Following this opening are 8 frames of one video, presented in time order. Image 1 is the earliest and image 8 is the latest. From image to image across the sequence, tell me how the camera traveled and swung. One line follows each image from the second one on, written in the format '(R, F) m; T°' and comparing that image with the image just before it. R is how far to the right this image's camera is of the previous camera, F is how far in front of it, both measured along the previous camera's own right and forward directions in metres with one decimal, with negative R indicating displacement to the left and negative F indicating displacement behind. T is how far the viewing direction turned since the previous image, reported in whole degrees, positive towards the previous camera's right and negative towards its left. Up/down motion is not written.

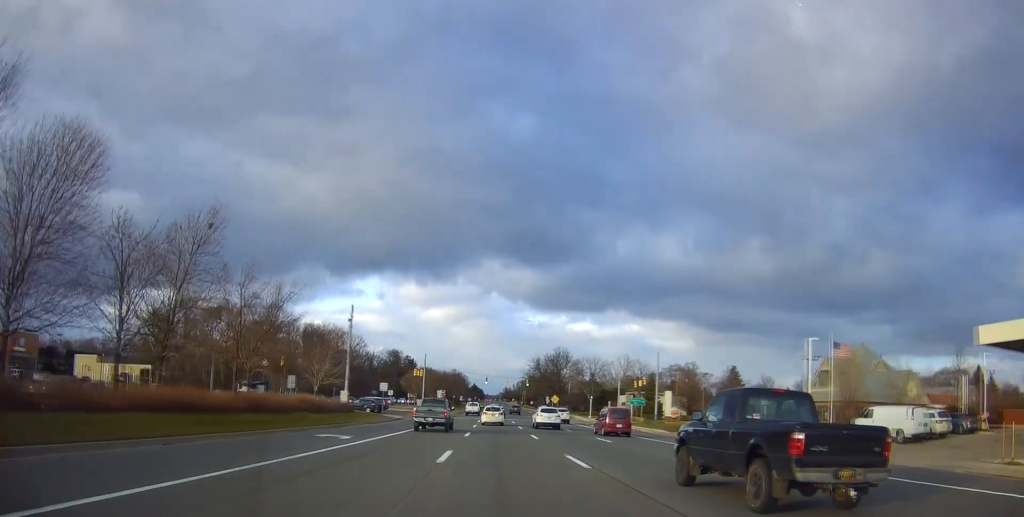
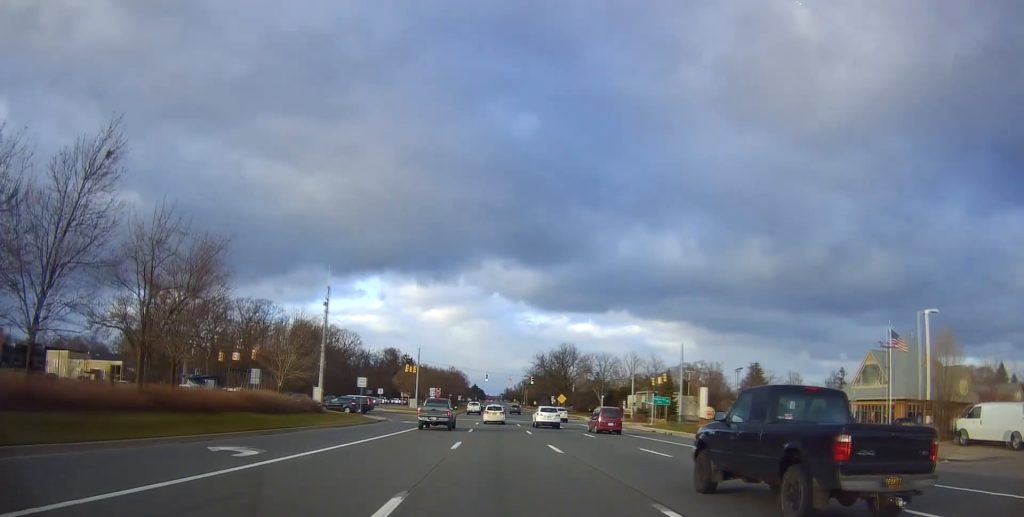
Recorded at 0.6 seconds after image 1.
(0.0, +10.0) m; 0°
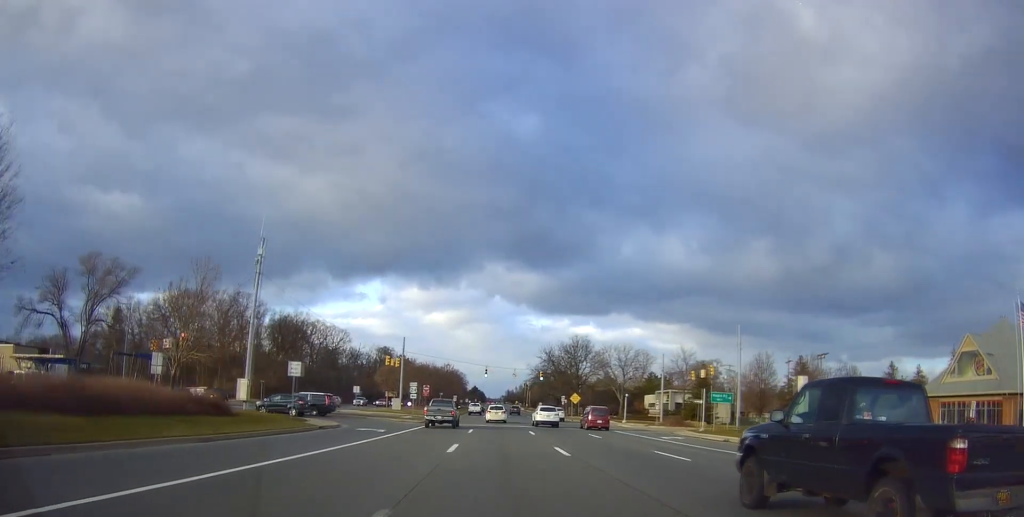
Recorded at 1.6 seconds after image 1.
(0.0, +16.6) m; 0°
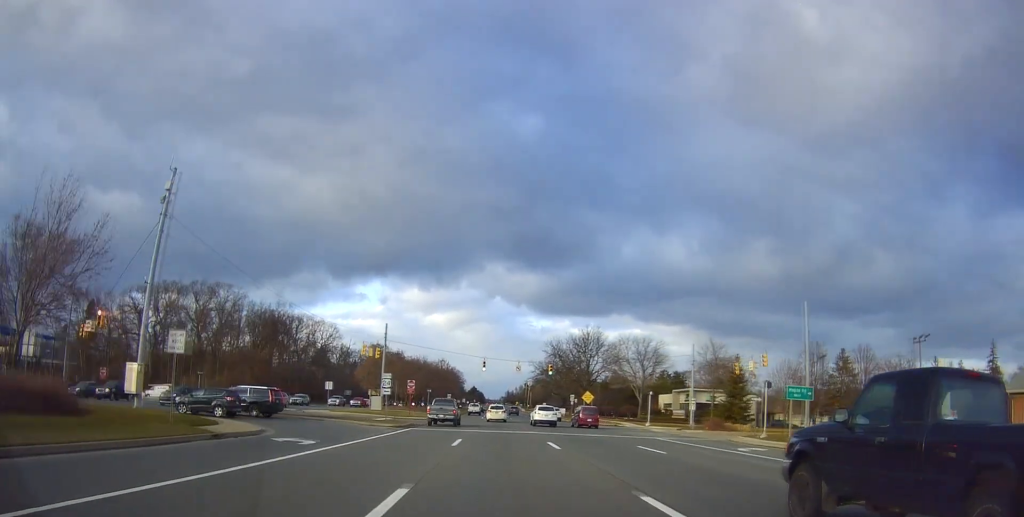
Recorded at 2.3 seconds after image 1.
(+0.1, +12.6) m; -2°
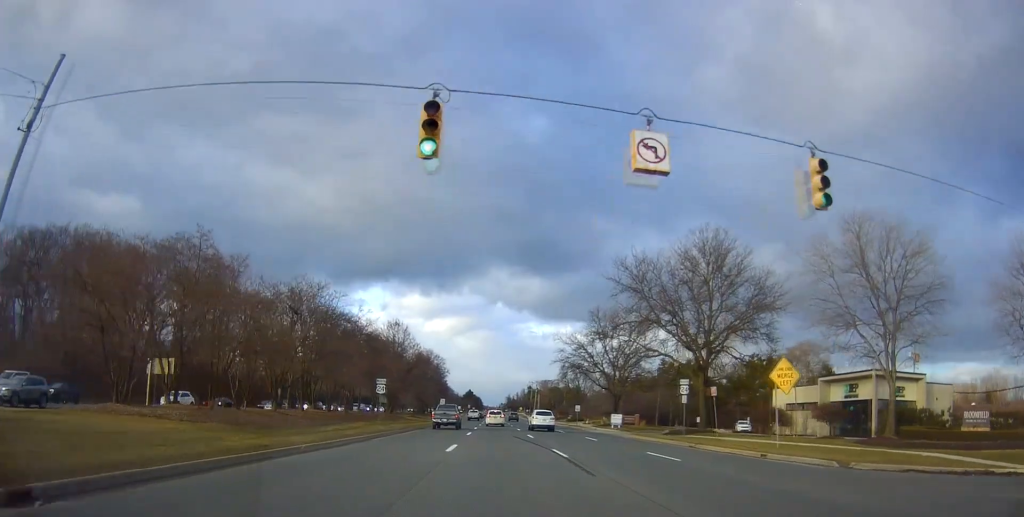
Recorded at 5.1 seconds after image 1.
(+0.3, +54.2) m; +2°
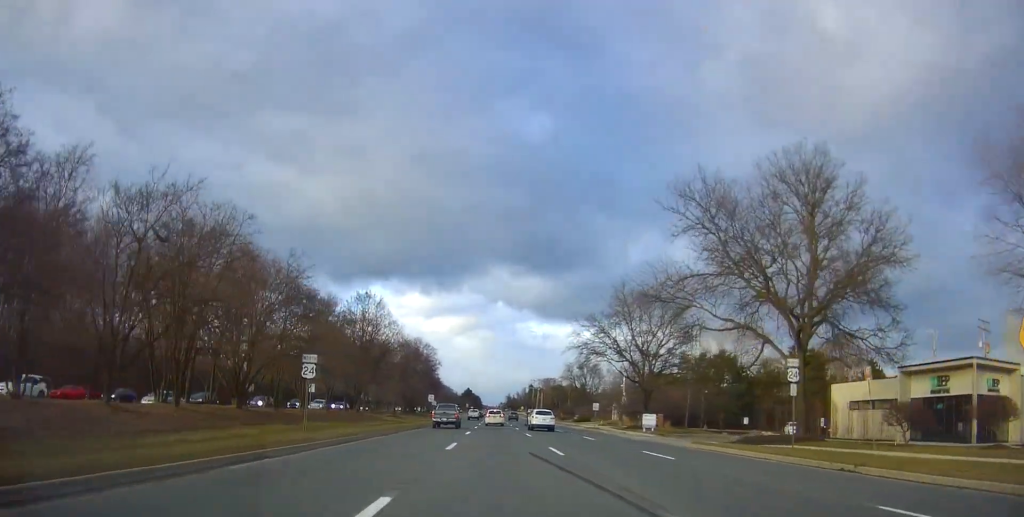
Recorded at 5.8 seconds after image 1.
(0.0, +14.4) m; 0°
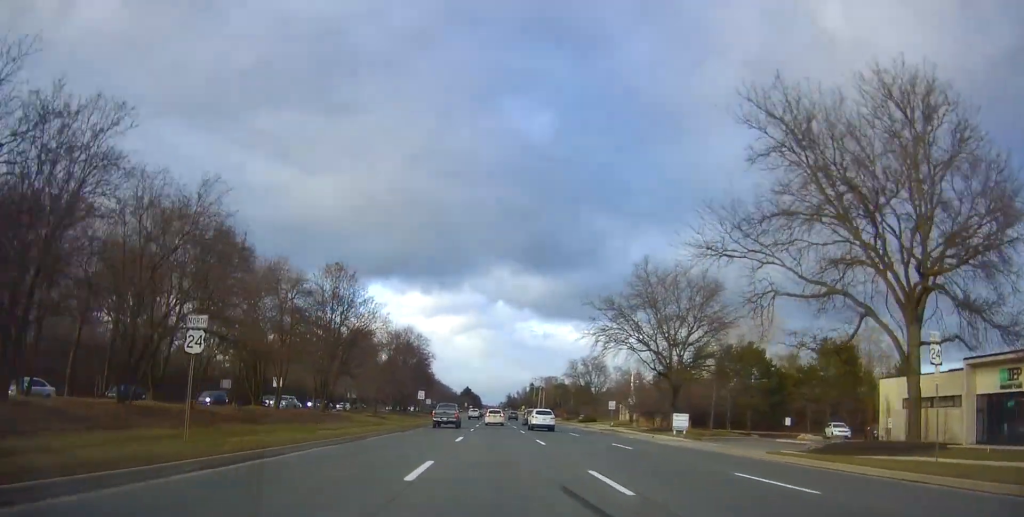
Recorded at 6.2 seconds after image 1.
(+0.1, +9.1) m; 0°
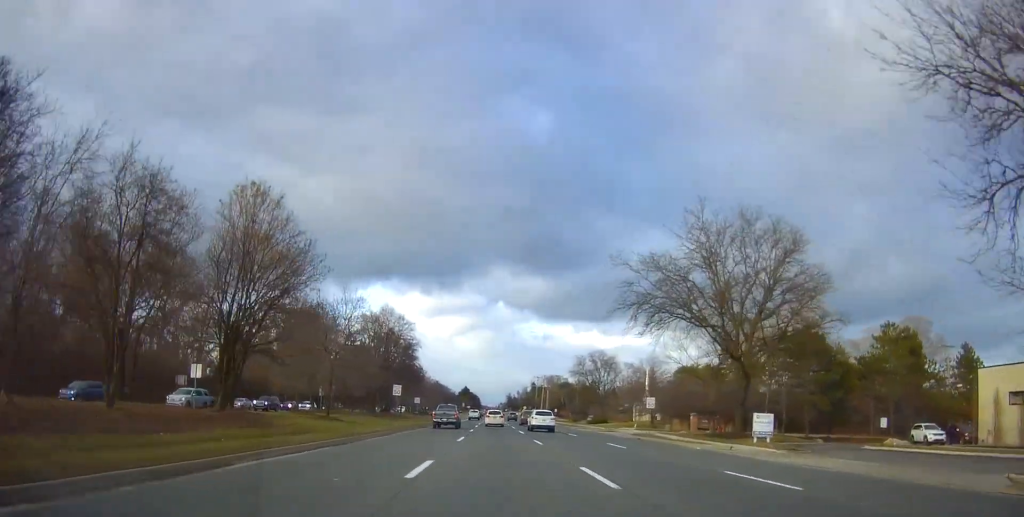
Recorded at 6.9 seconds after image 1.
(-0.1, +14.3) m; 0°
